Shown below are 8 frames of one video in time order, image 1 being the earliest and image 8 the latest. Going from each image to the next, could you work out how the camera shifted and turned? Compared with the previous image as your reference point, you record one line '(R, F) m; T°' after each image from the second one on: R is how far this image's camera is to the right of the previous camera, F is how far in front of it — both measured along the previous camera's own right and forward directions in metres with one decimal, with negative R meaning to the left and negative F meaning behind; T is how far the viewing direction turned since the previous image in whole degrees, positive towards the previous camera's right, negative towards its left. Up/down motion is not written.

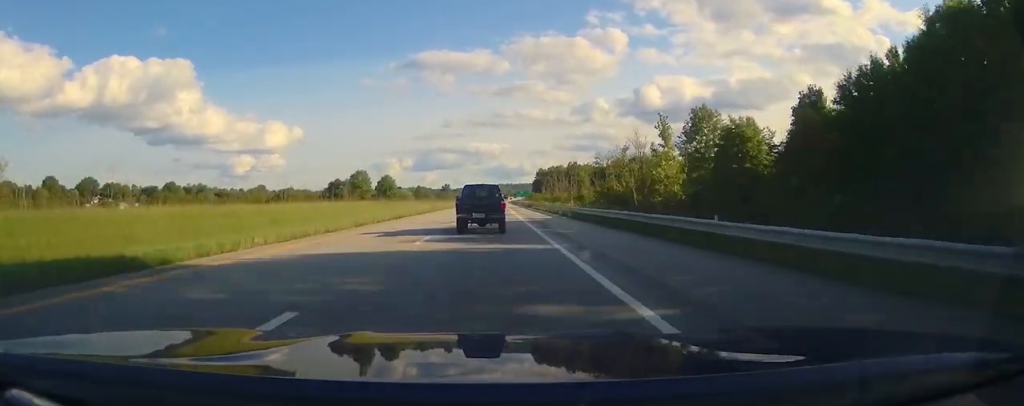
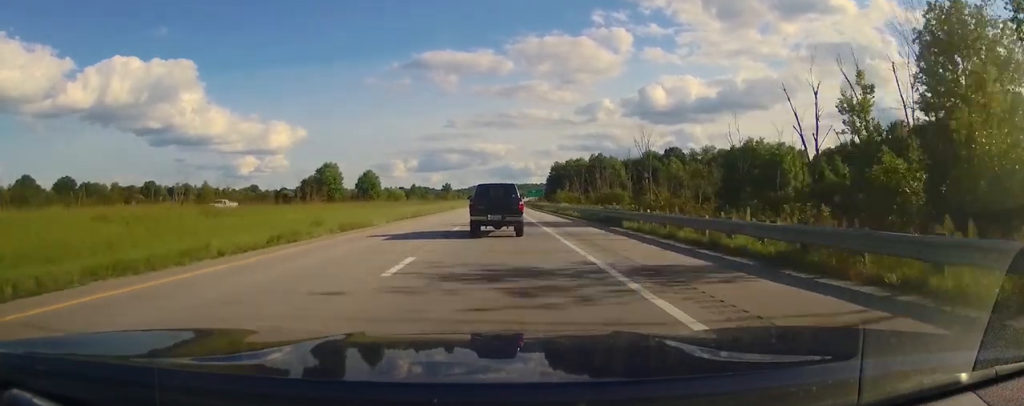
(-1.1, +55.7) m; -2°
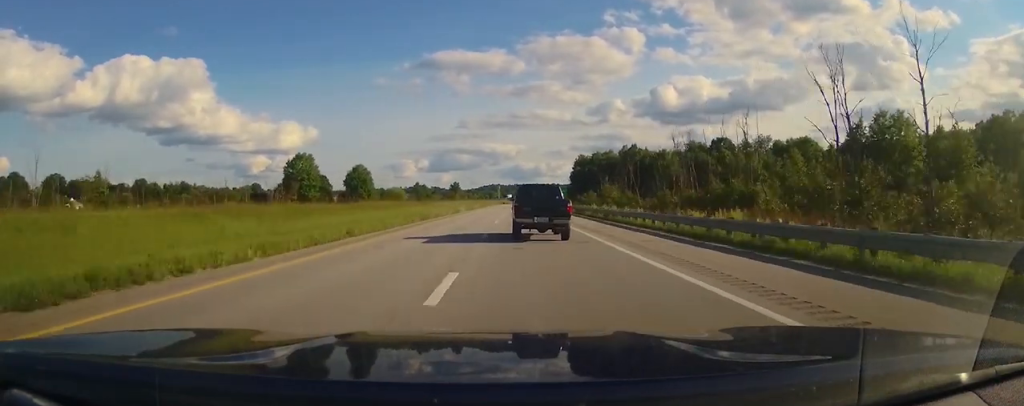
(-0.2, +39.0) m; 0°
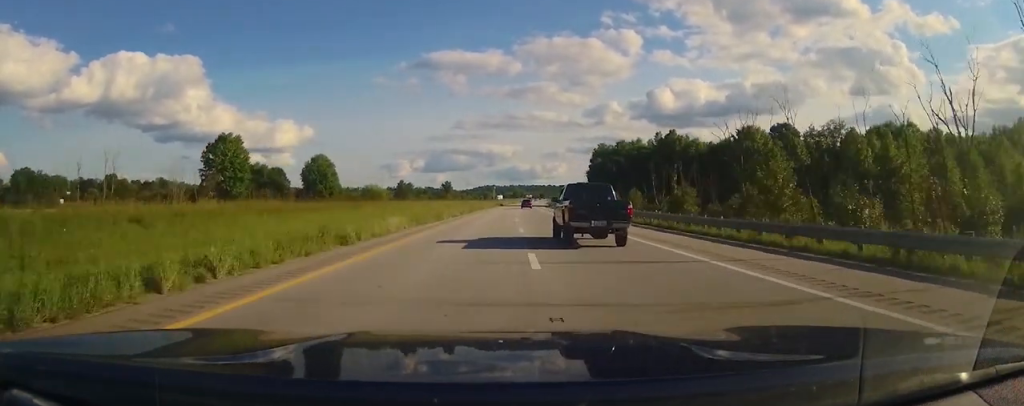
(0.0, +45.3) m; 0°
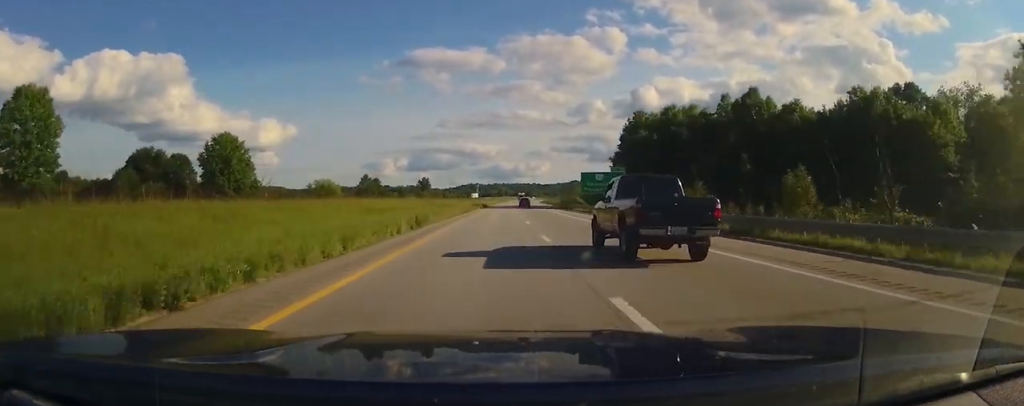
(+1.5, +55.4) m; +3°
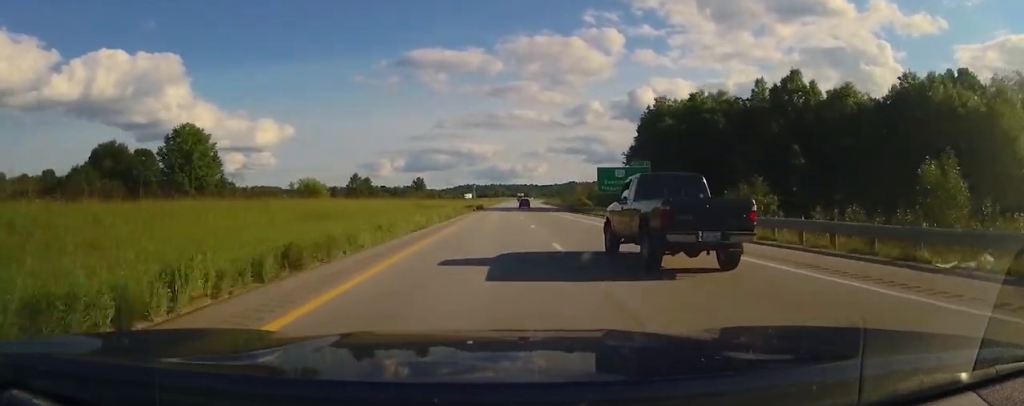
(+0.1, +15.2) m; +1°
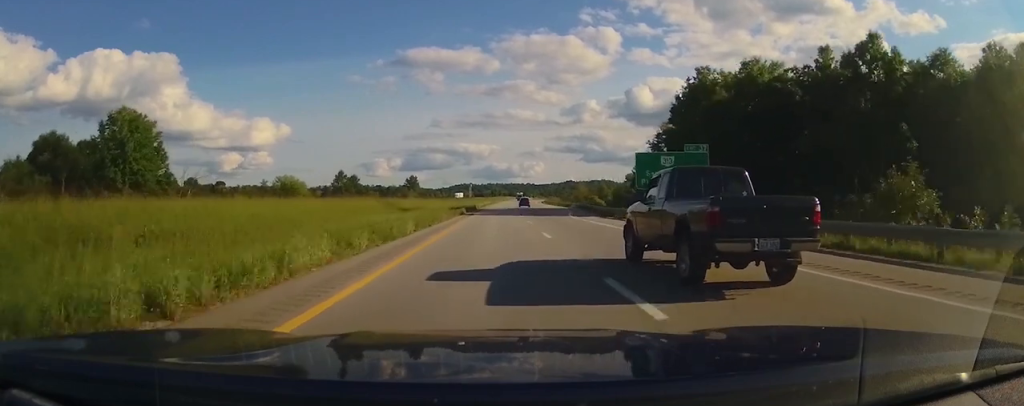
(0.0, +19.9) m; 0°
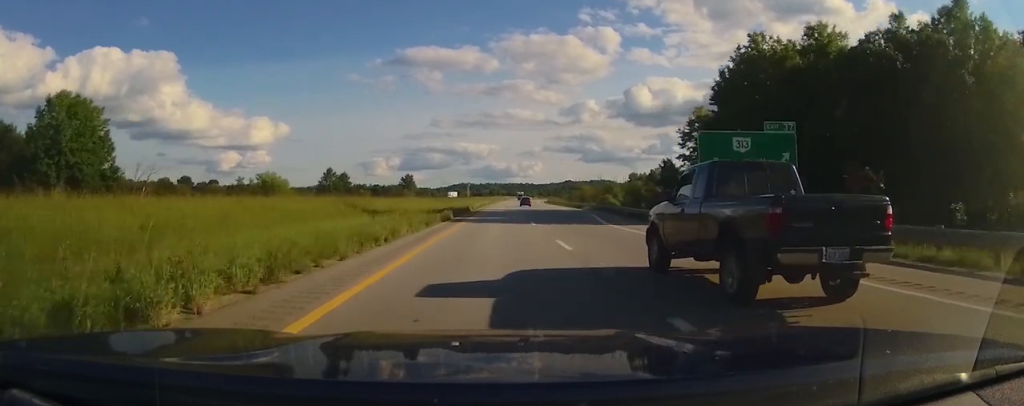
(0.0, +15.2) m; 0°
